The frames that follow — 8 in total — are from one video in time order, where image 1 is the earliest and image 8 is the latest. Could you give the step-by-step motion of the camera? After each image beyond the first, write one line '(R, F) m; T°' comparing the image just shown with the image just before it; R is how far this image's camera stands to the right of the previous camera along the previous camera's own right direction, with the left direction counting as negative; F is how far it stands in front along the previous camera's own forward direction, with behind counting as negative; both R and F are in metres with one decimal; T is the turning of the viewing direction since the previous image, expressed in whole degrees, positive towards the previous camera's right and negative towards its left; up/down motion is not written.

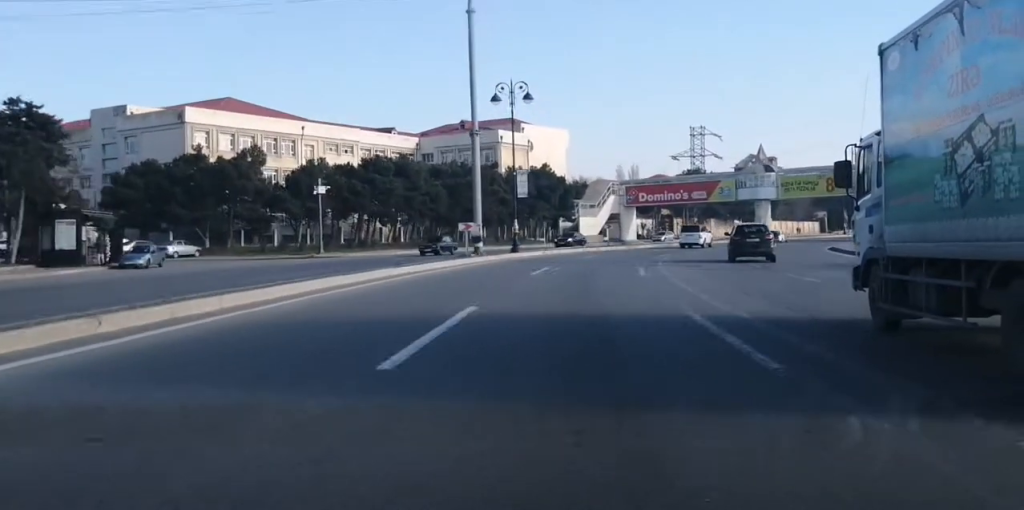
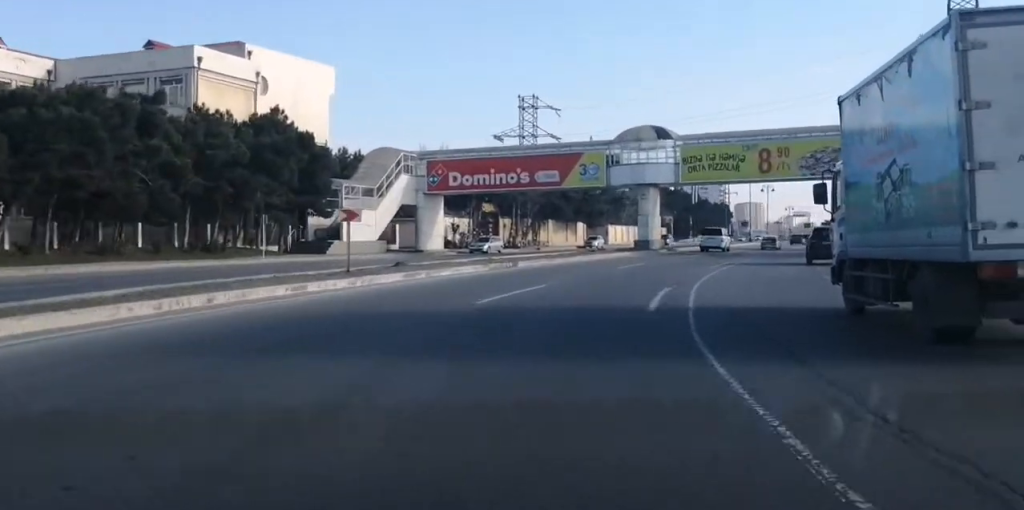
(+2.2, +52.5) m; +7°
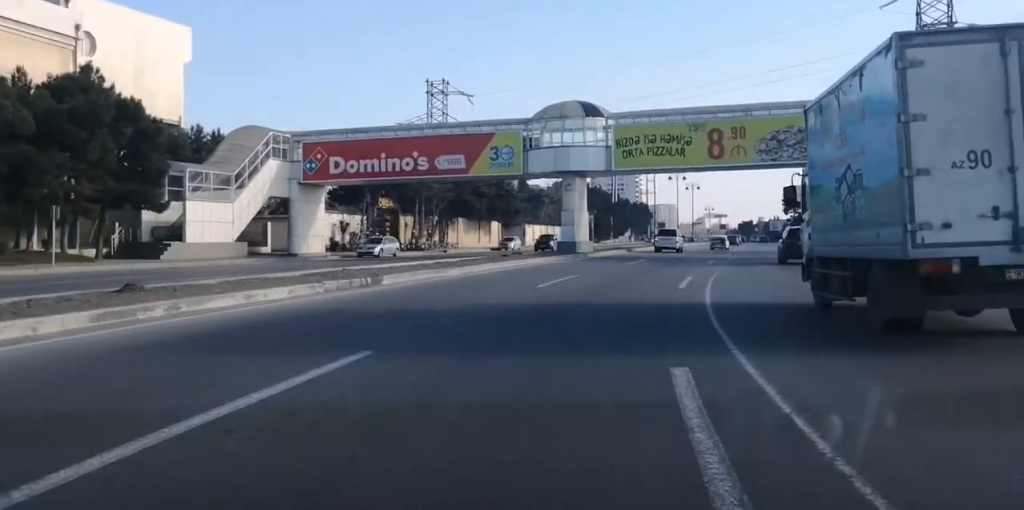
(+0.1, +13.5) m; +4°
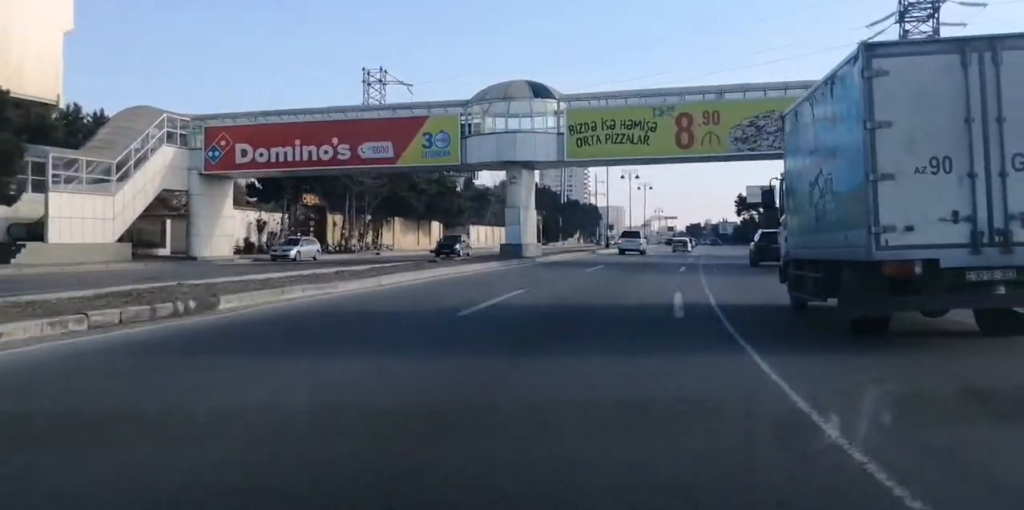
(+0.3, +8.8) m; +4°
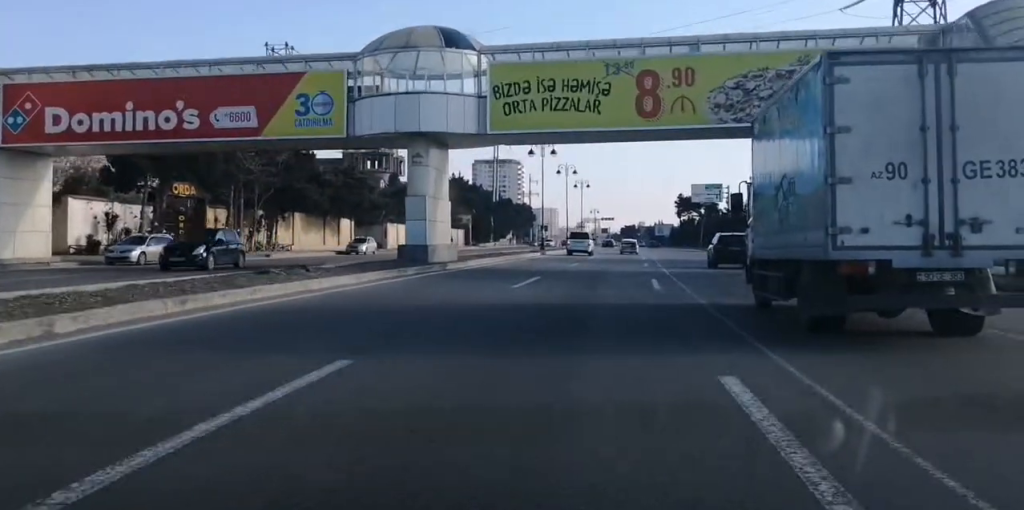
(+0.6, +12.4) m; +5°
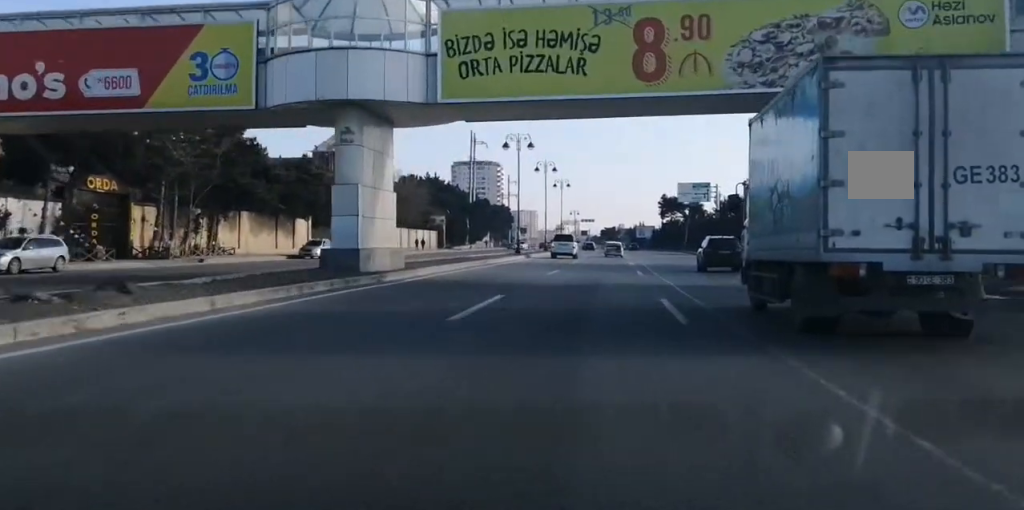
(+0.3, +7.8) m; +3°
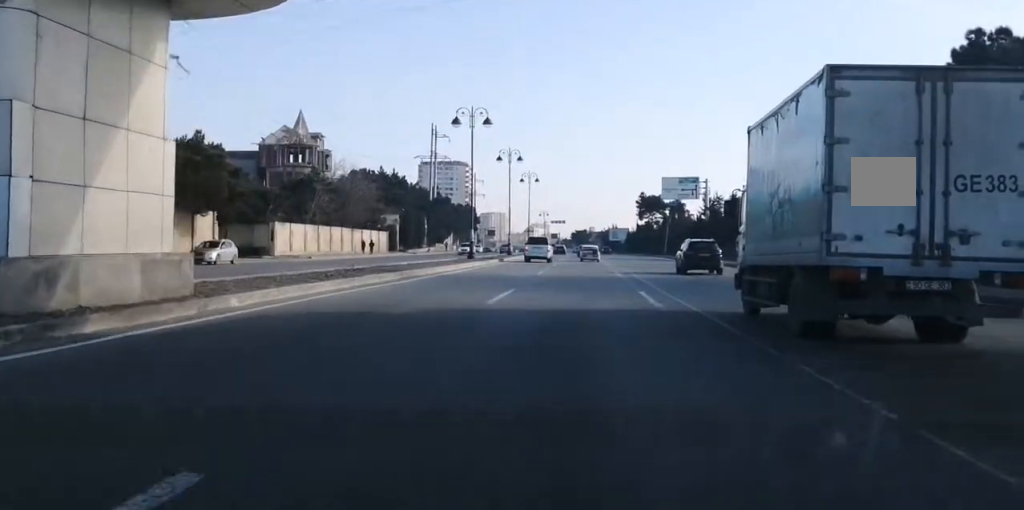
(+0.5, +16.6) m; +2°
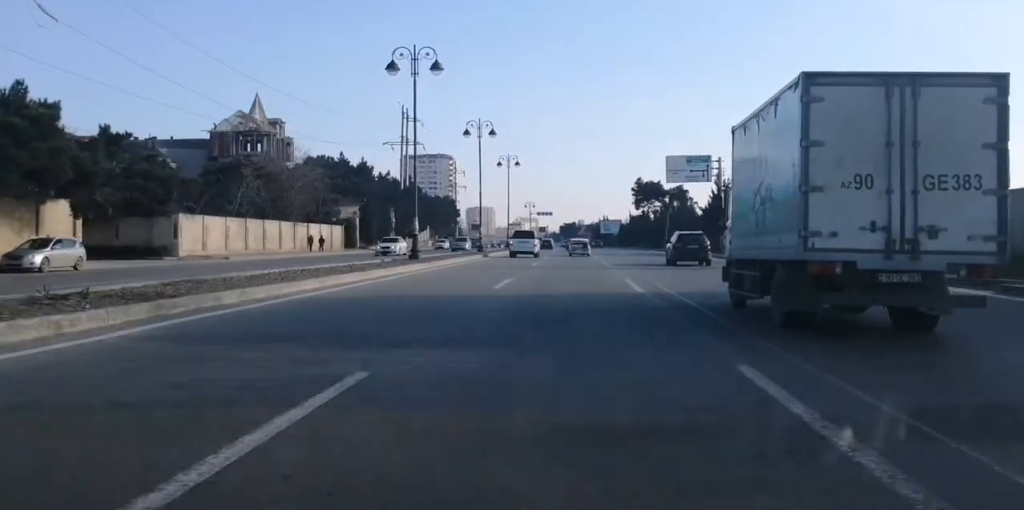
(+0.1, +17.5) m; +2°
